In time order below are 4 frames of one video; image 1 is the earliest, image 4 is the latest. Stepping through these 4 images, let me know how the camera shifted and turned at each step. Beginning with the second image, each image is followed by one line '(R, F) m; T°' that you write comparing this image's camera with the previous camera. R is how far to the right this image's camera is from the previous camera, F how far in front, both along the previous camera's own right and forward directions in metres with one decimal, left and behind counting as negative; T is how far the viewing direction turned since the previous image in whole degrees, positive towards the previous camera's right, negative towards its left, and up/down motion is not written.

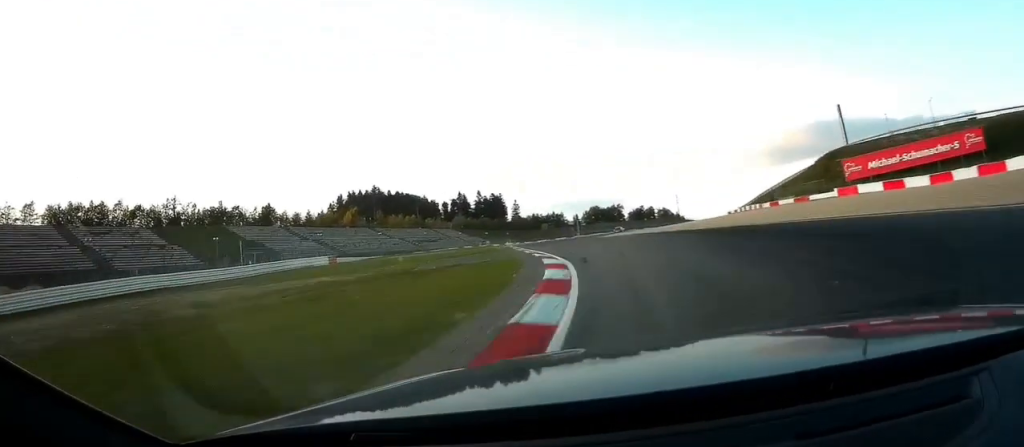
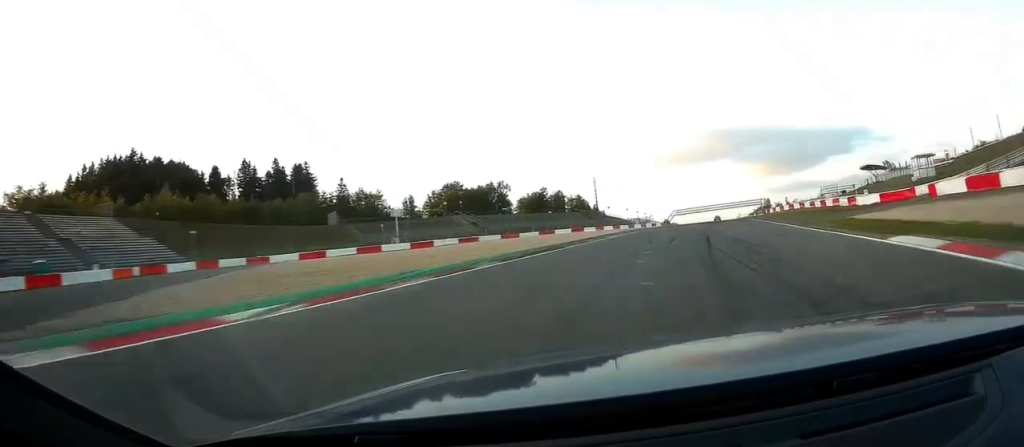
(+22.3, +134.5) m; +27°
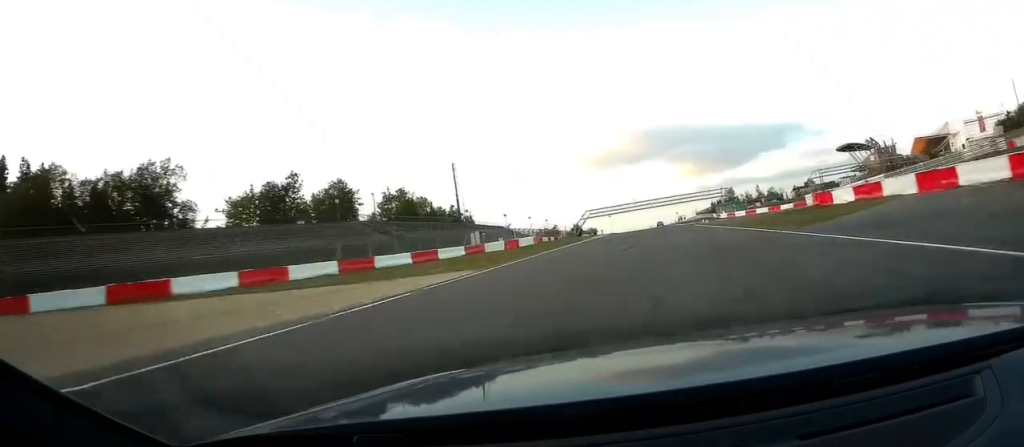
(+3.8, +95.9) m; +2°
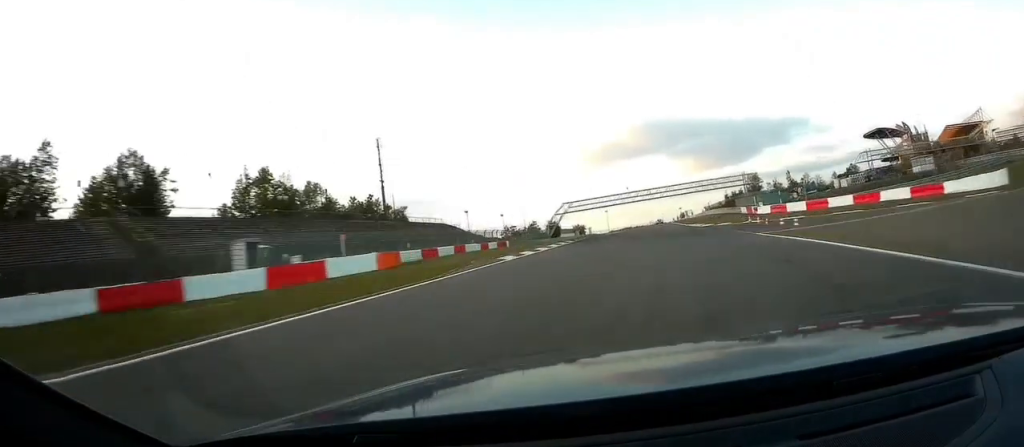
(-0.1, +43.1) m; 0°
